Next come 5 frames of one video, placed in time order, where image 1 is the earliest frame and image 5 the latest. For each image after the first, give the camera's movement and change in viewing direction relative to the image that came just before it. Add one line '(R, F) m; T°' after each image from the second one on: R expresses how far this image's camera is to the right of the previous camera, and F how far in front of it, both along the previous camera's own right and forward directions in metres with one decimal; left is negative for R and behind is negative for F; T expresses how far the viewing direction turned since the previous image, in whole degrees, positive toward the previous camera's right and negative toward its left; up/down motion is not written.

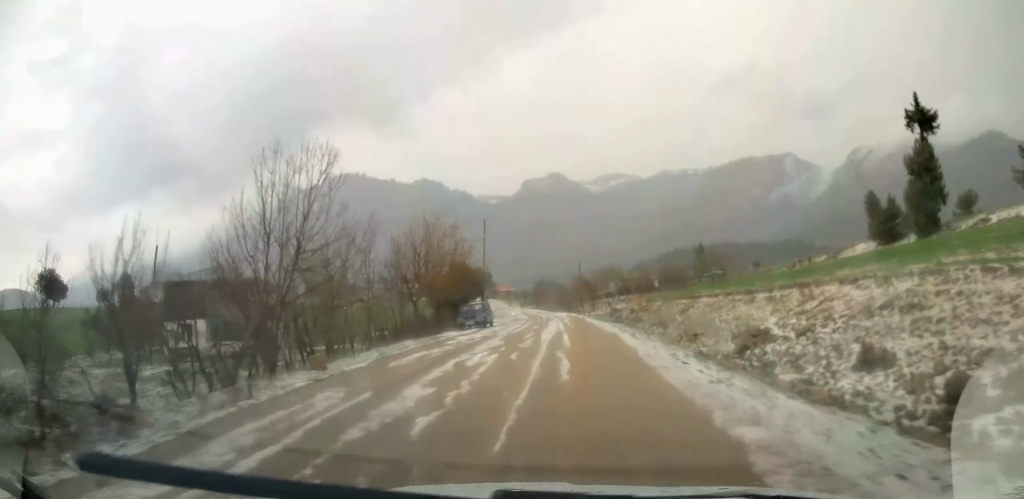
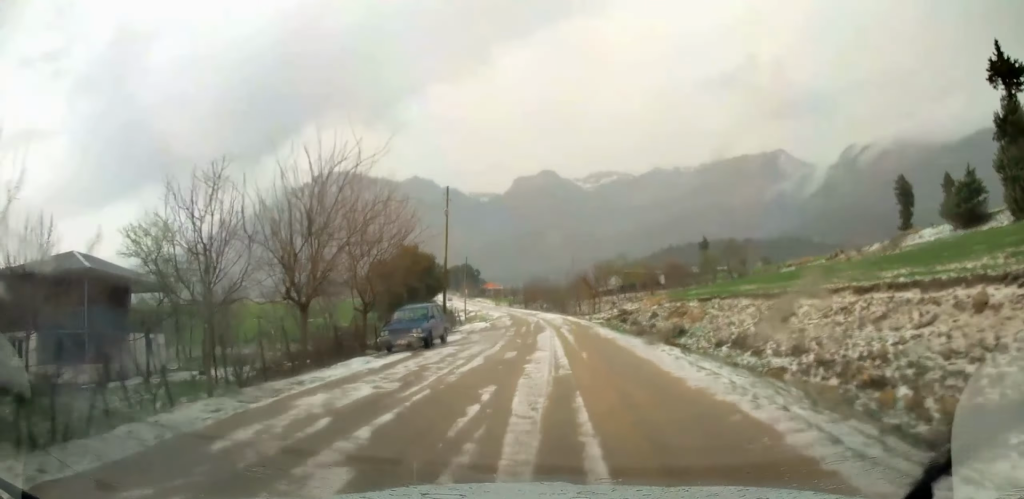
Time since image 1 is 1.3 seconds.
(+0.1, +14.3) m; +2°
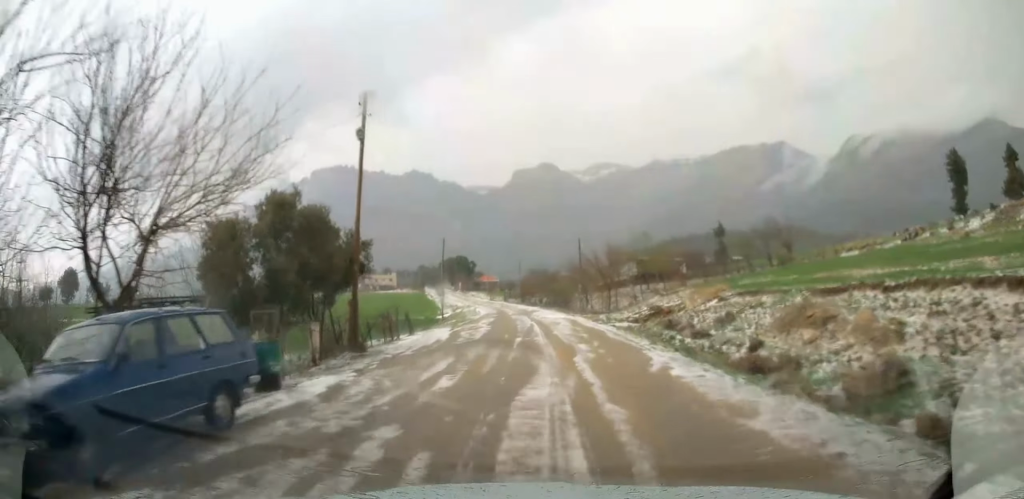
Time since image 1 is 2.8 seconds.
(+0.2, +15.7) m; -1°
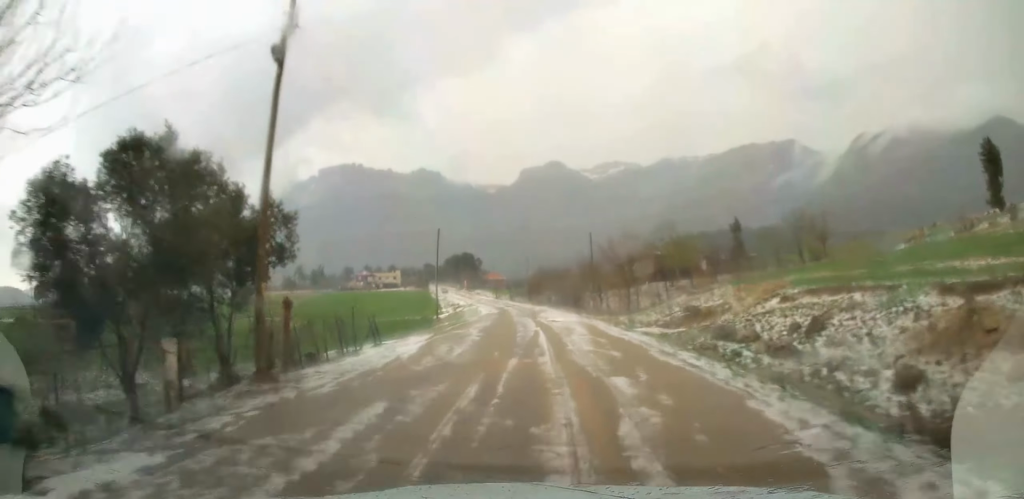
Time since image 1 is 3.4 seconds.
(-0.1, +6.8) m; -1°
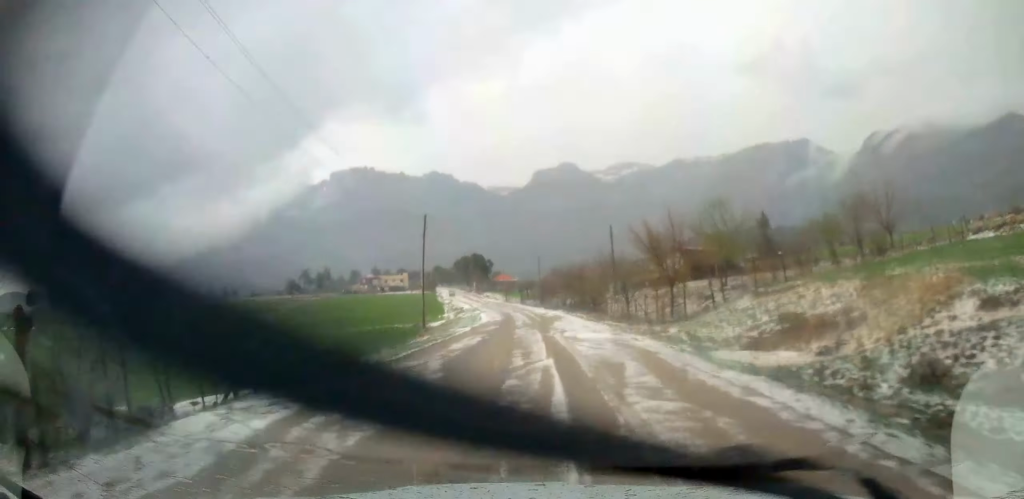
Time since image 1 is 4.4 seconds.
(-0.1, +10.4) m; -1°
